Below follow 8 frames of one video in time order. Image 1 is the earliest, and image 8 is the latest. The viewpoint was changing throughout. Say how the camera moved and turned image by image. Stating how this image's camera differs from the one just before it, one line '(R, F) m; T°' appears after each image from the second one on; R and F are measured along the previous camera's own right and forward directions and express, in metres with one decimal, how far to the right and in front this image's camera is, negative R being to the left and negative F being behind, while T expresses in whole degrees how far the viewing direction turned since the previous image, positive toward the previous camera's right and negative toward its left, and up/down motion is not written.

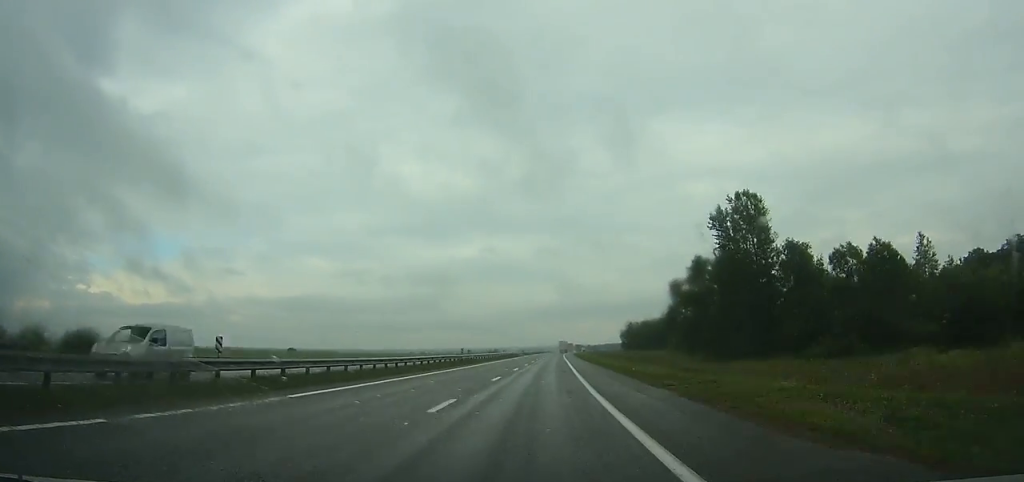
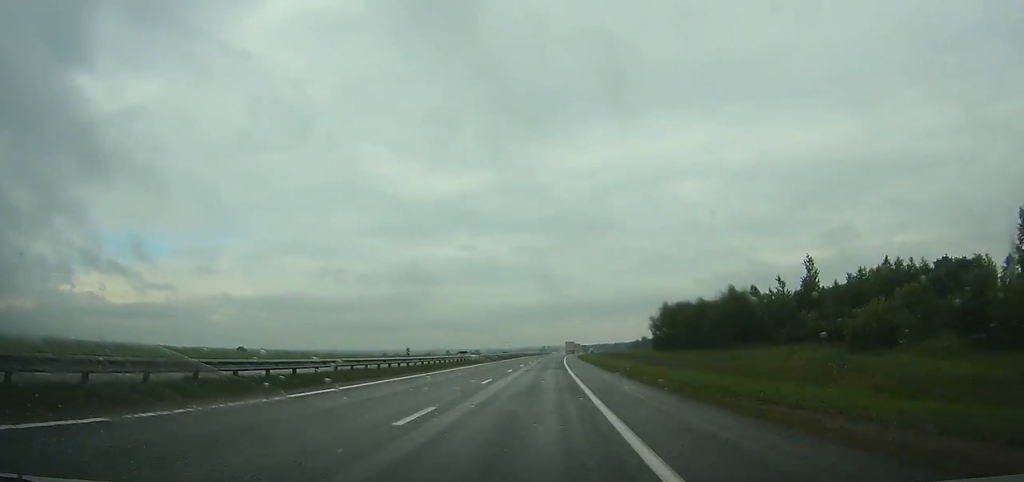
(+1.3, +97.6) m; +1°
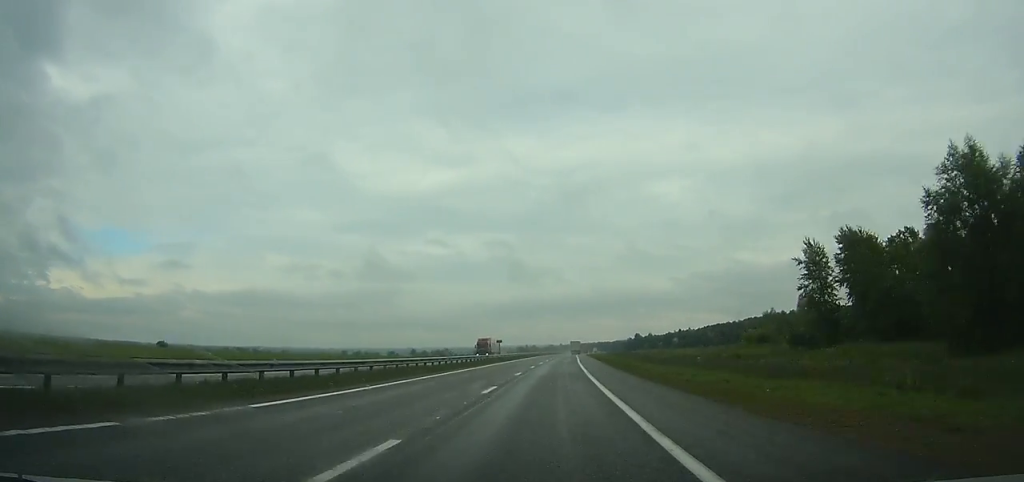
(+1.5, +110.7) m; +2°
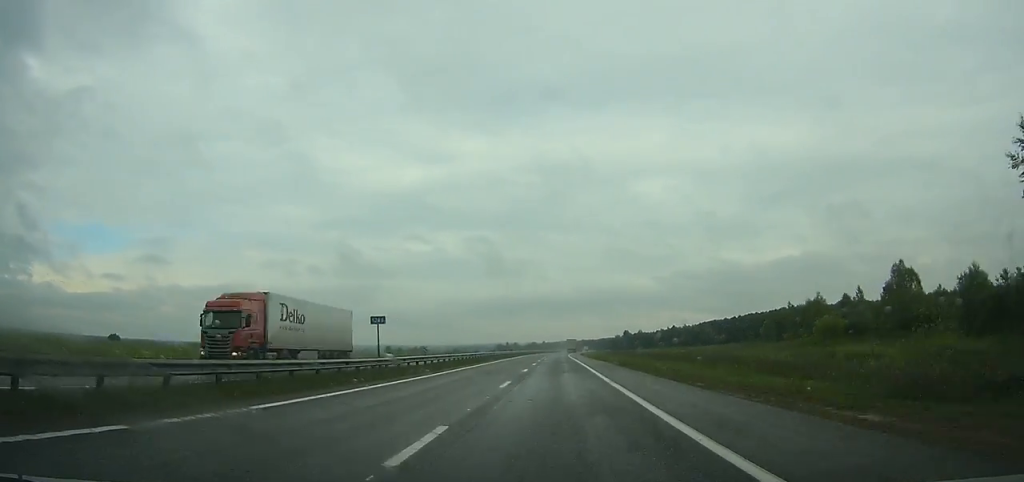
(+0.7, +46.7) m; +1°
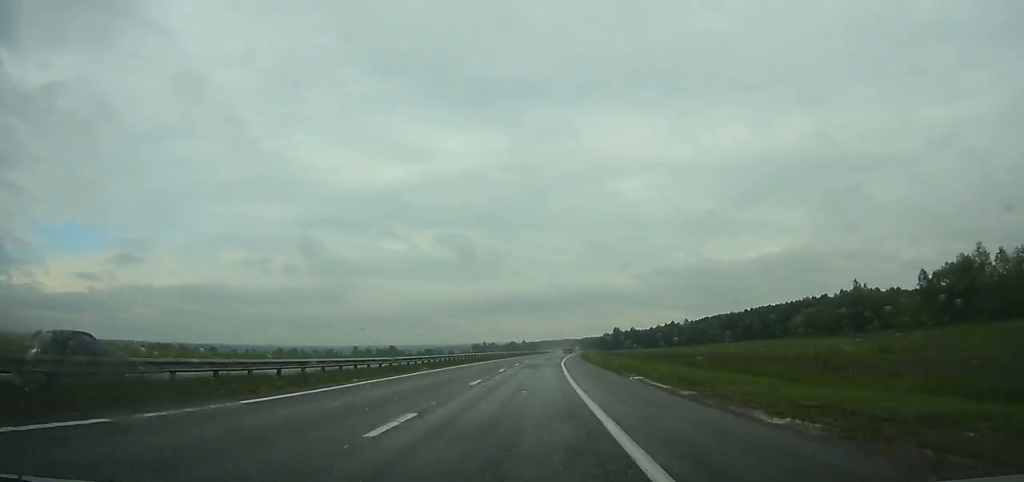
(+1.2, +69.8) m; +2°
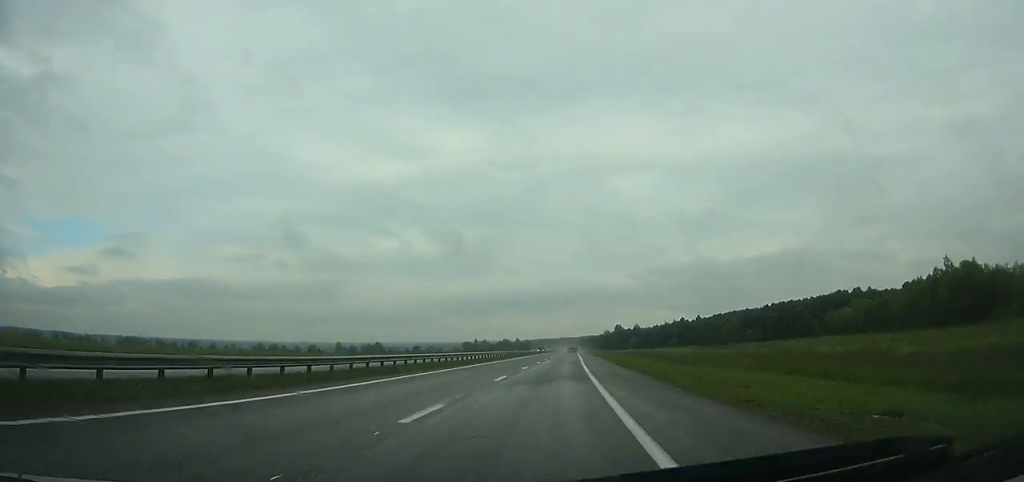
(+0.4, +46.5) m; +1°
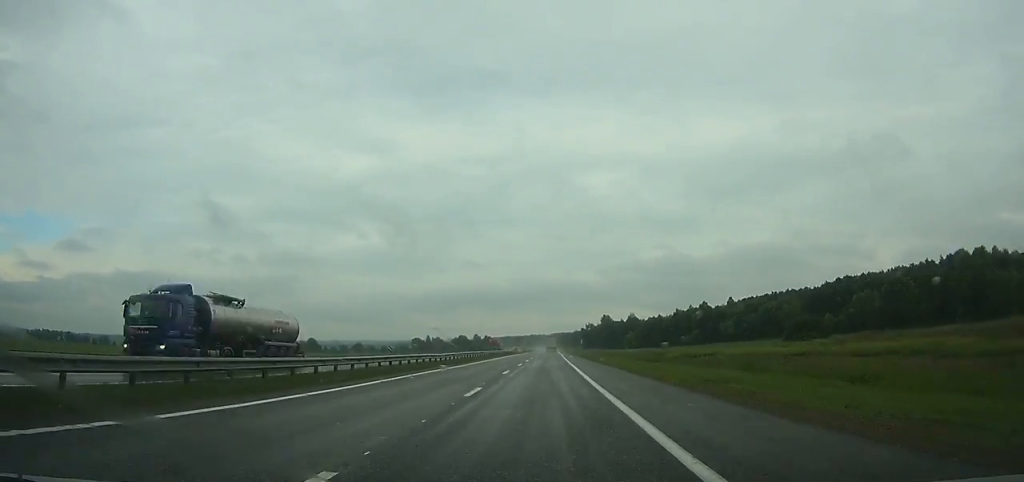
(+3.2, +124.3) m; +2°
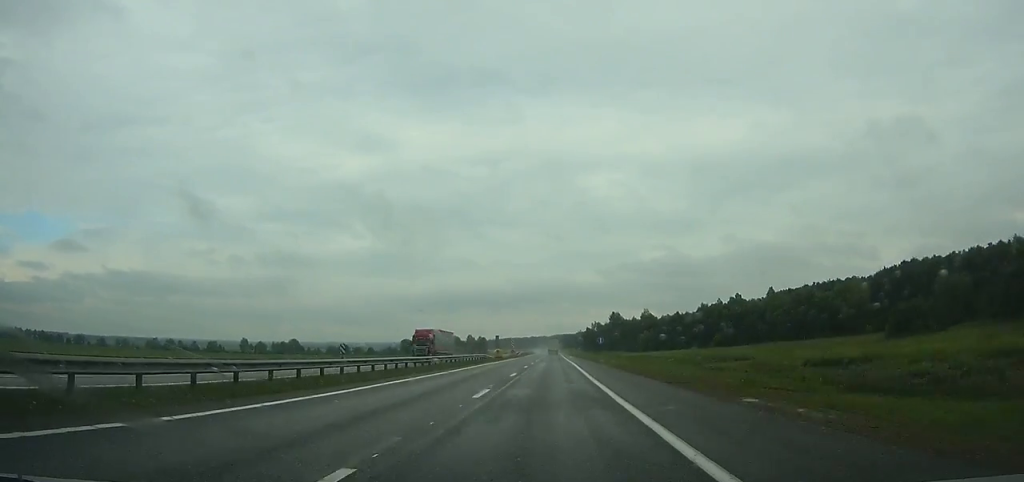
(+0.1, +46.8) m; 0°
